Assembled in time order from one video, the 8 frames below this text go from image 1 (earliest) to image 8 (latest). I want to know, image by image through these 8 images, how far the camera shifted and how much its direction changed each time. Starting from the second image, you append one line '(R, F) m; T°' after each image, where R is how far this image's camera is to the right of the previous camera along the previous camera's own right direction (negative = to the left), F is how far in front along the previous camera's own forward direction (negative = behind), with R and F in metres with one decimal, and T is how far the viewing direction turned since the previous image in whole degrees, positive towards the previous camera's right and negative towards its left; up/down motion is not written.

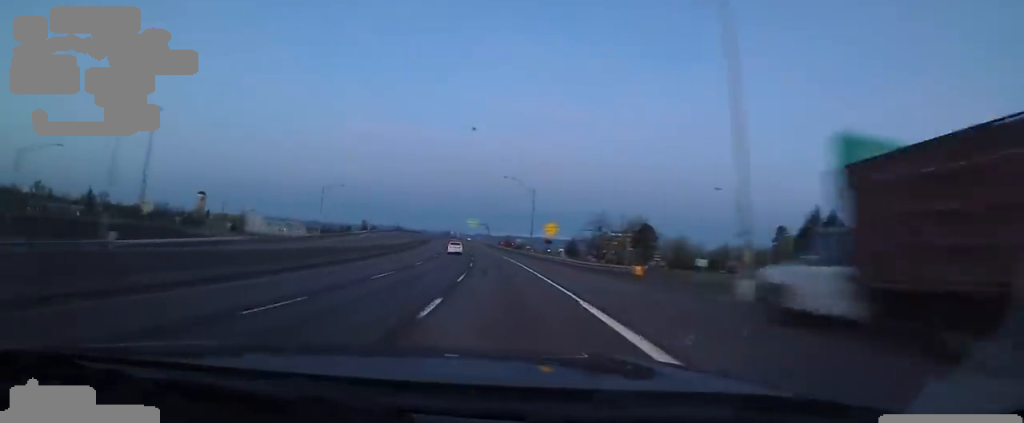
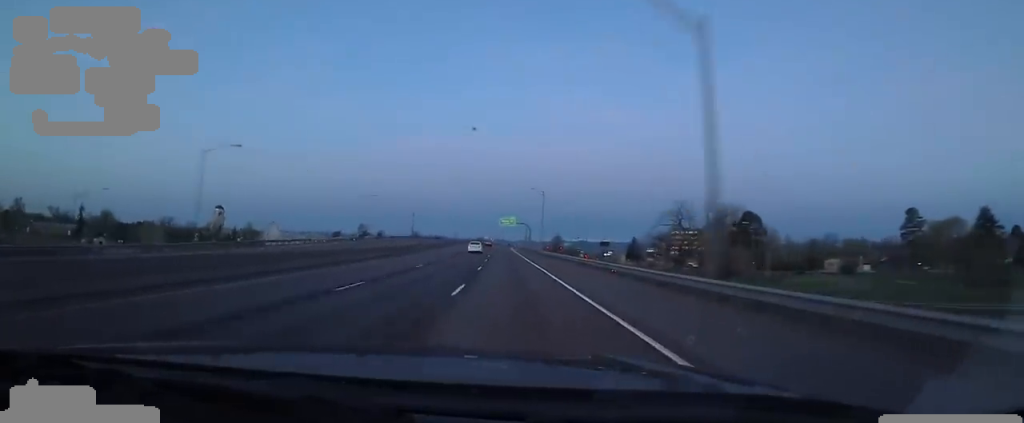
(-2.1, +44.9) m; -3°
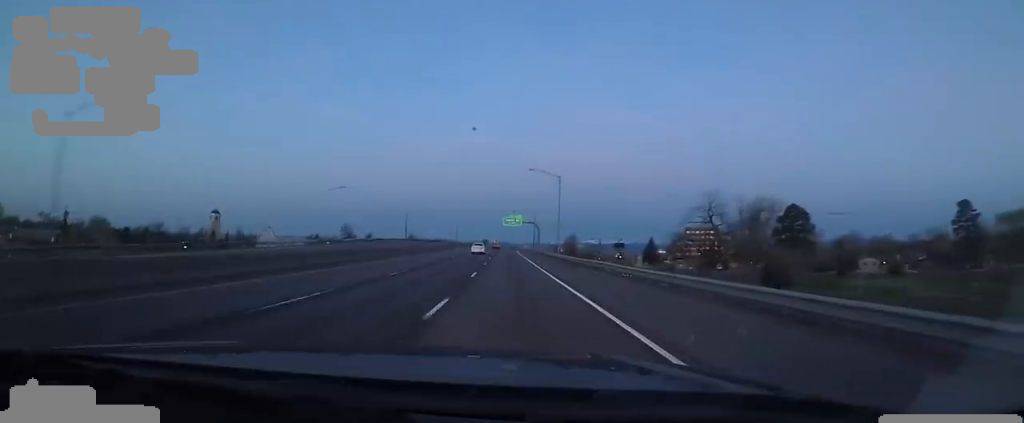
(+0.2, +16.4) m; -1°
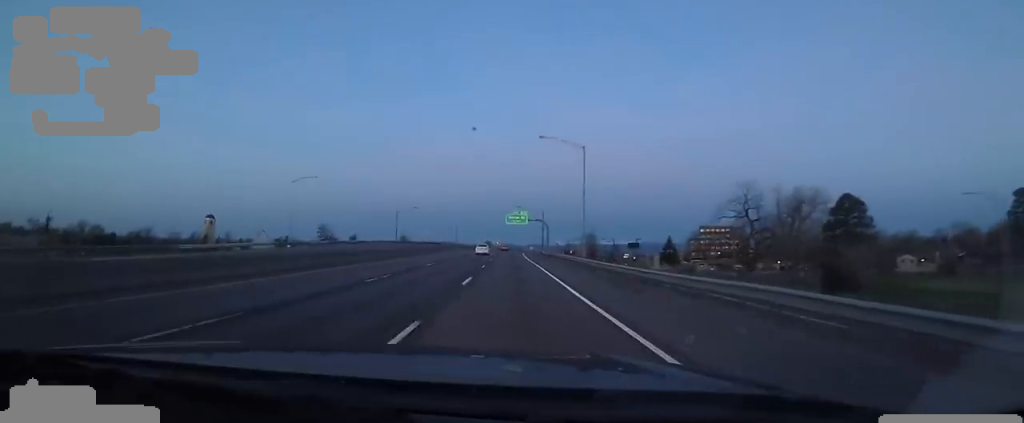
(+0.7, +15.6) m; -1°
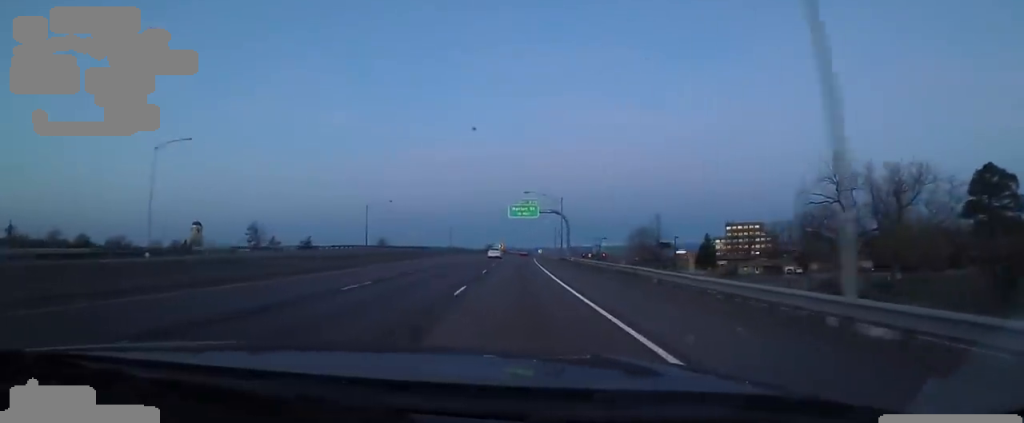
(-1.7, +28.1) m; -5°
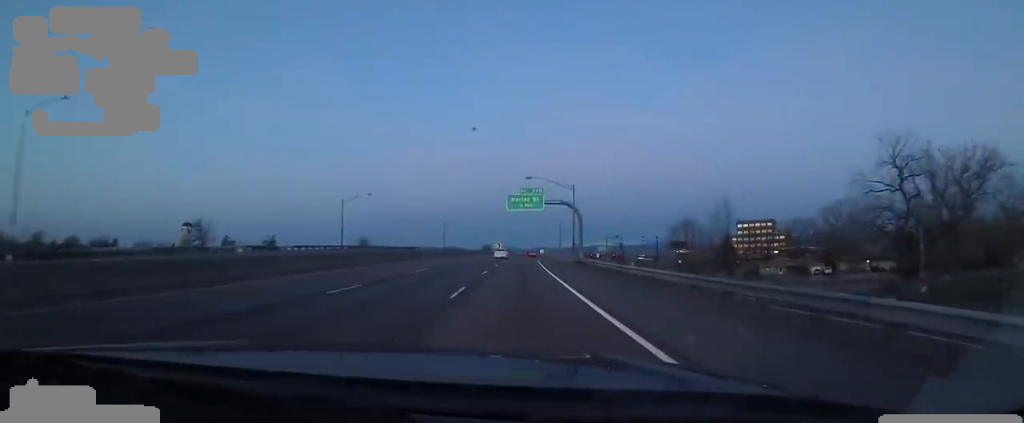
(-0.3, +13.1) m; +2°
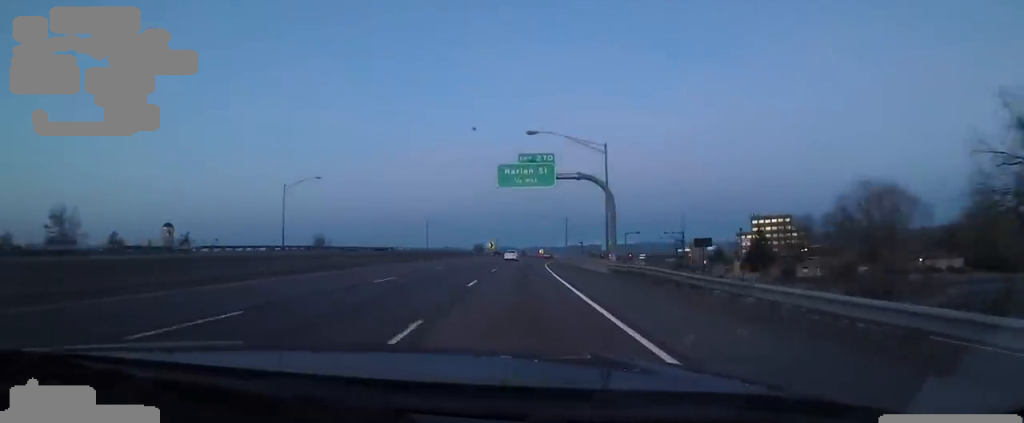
(-0.3, +19.6) m; +3°
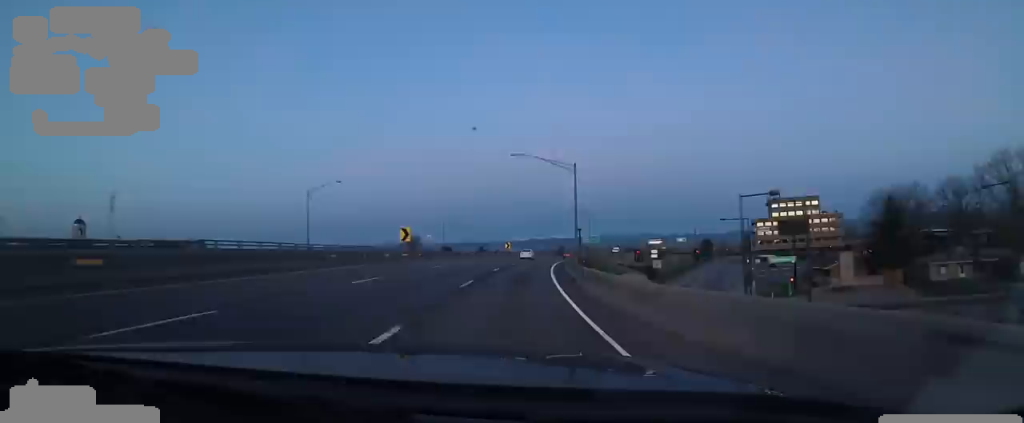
(+3.0, +49.4) m; +4°
